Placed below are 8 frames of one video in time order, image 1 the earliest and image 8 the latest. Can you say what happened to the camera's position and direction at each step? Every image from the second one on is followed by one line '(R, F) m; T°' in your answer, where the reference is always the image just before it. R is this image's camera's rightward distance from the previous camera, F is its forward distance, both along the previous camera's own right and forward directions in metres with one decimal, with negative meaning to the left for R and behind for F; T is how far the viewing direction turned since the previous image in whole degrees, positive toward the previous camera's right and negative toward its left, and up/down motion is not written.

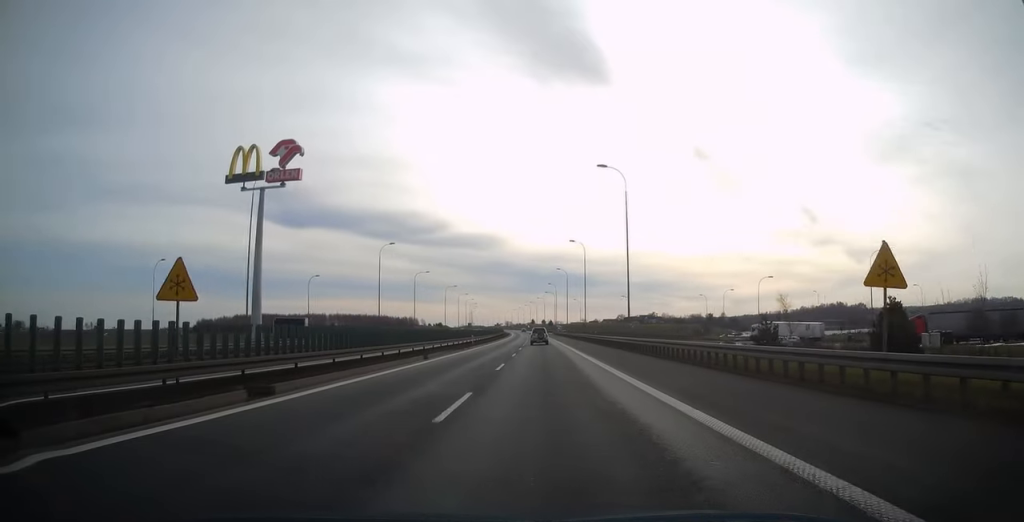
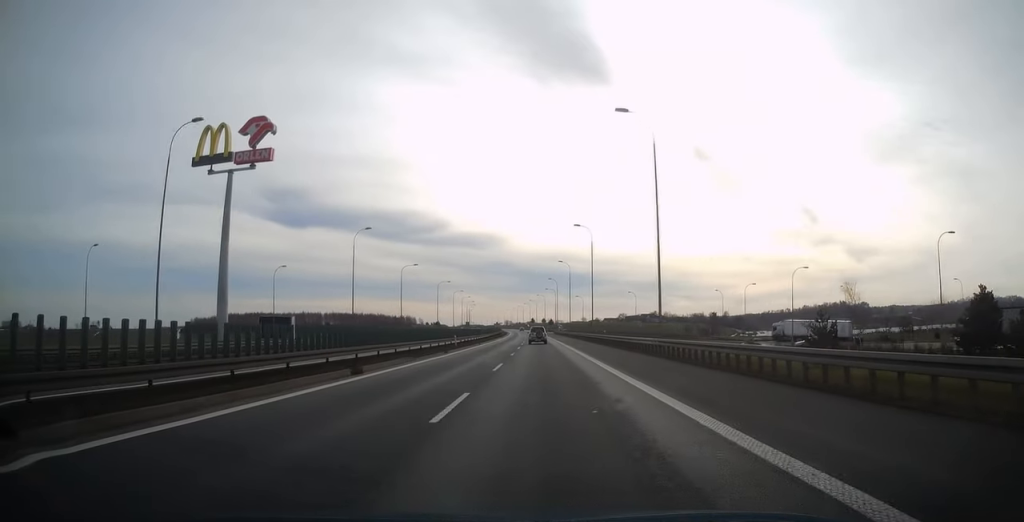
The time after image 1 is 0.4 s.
(0.0, +12.3) m; 0°
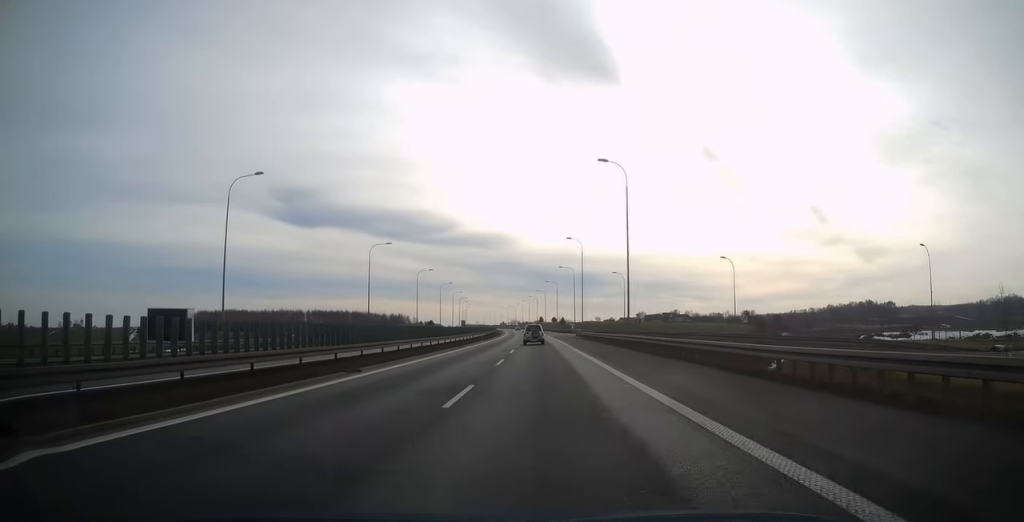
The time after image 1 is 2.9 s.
(+0.1, +70.2) m; 0°
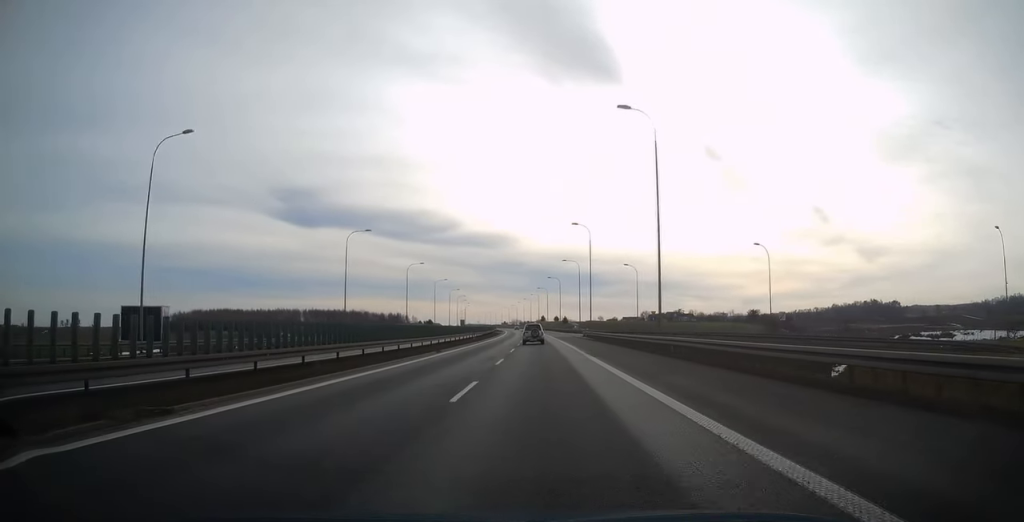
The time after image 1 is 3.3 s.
(0.0, +12.0) m; 0°
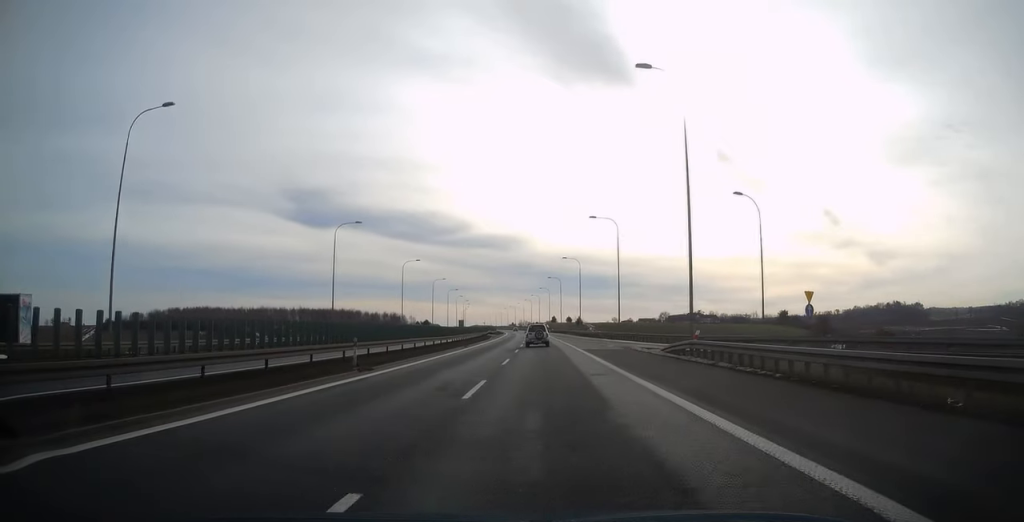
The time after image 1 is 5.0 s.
(-0.5, +47.8) m; -1°
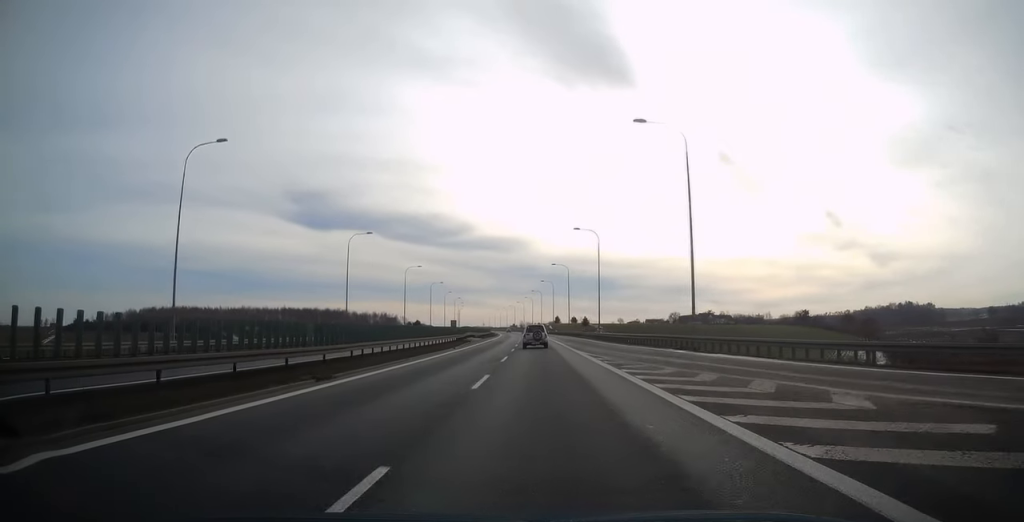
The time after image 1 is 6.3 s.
(0.0, +34.0) m; 0°
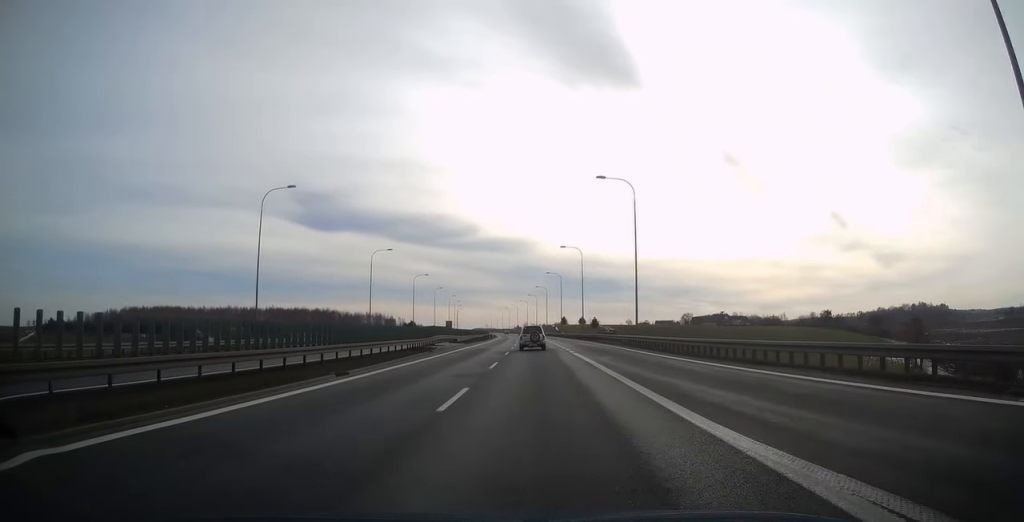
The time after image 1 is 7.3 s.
(-0.1, +27.8) m; -1°
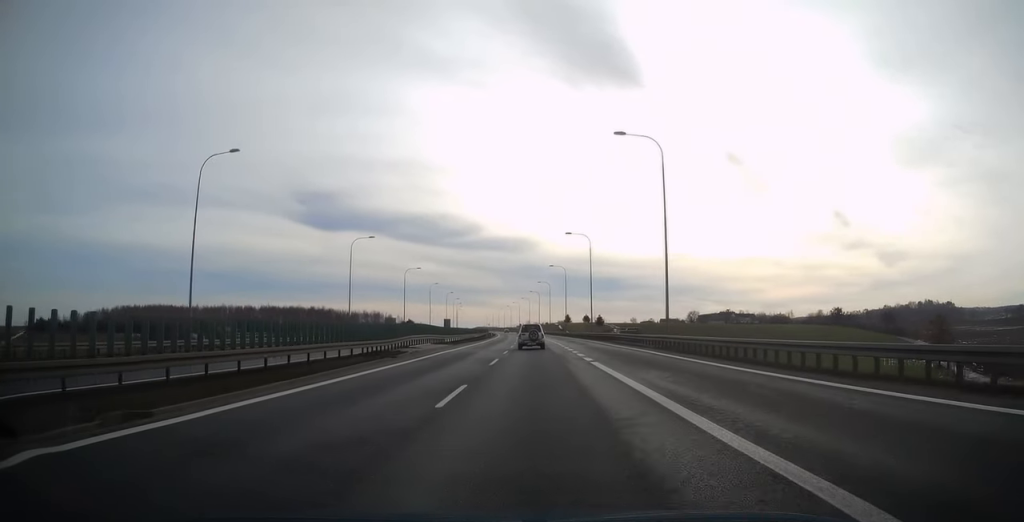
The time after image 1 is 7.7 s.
(-0.1, +11.6) m; 0°
